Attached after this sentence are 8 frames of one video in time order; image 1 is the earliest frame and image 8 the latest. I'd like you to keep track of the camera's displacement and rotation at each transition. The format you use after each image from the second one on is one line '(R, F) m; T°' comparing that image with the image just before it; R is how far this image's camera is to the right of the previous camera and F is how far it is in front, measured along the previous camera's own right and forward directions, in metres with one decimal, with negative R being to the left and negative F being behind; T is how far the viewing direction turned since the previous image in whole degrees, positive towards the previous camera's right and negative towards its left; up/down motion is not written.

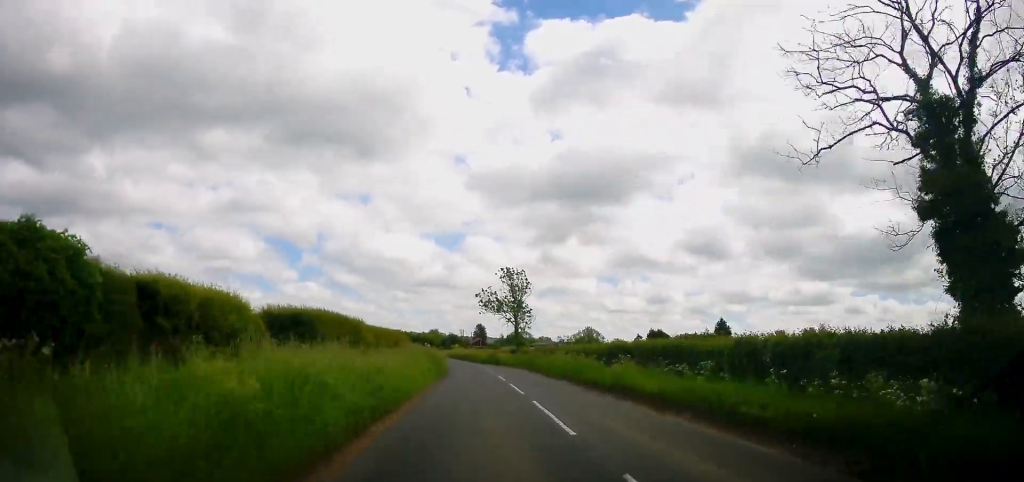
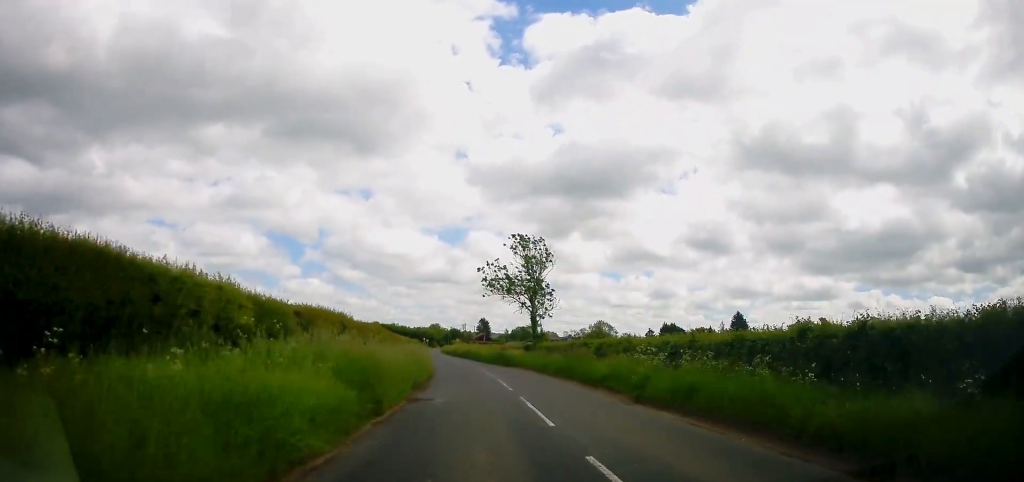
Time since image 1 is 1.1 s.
(-0.5, +16.9) m; 0°
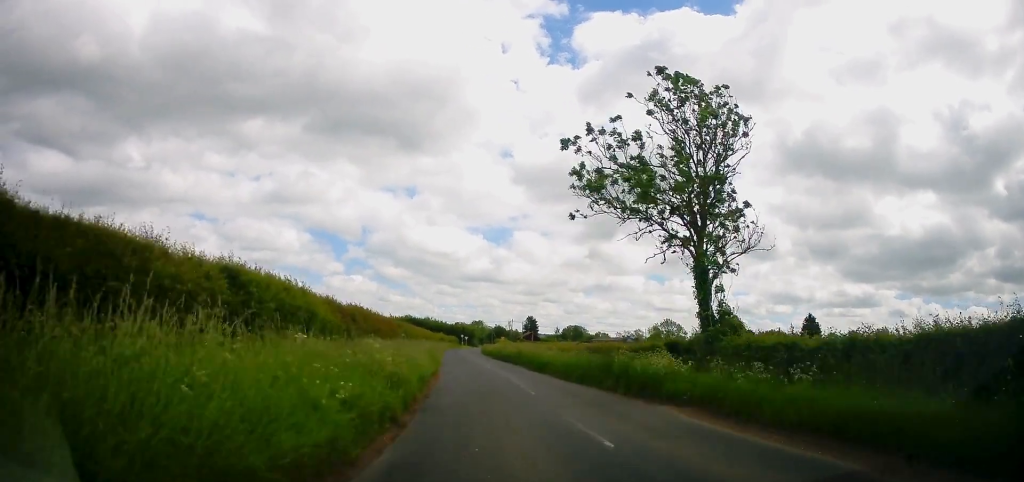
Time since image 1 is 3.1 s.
(0.0, +29.3) m; -4°
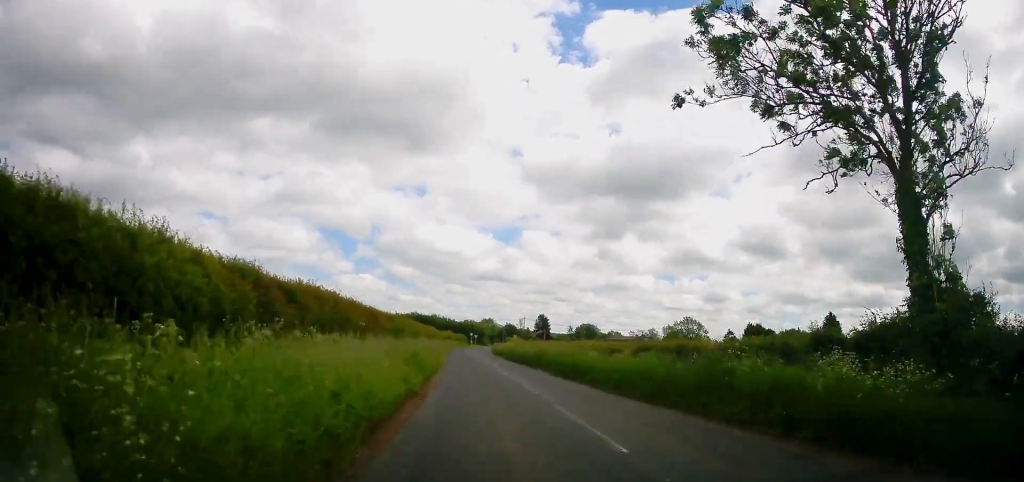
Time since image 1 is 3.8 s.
(-0.2, +9.5) m; -2°
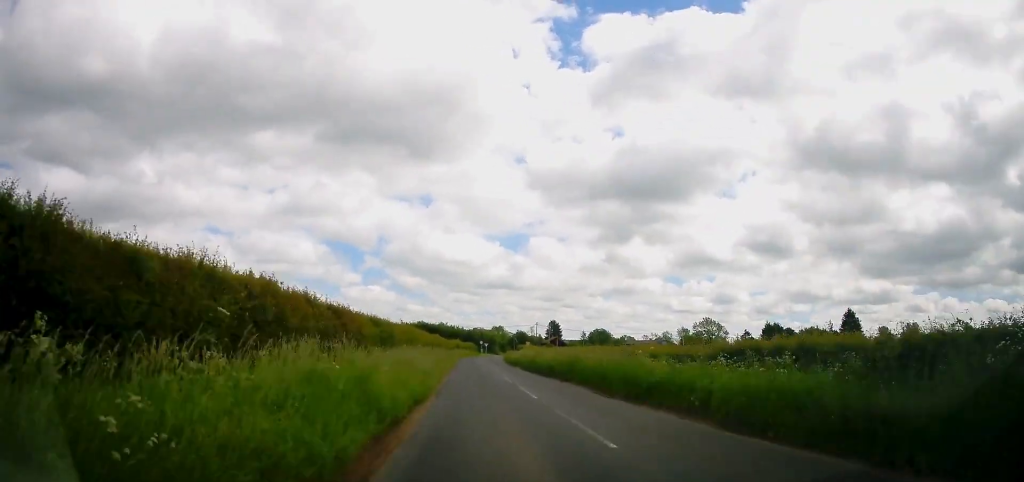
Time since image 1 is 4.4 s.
(-0.1, +8.0) m; -1°
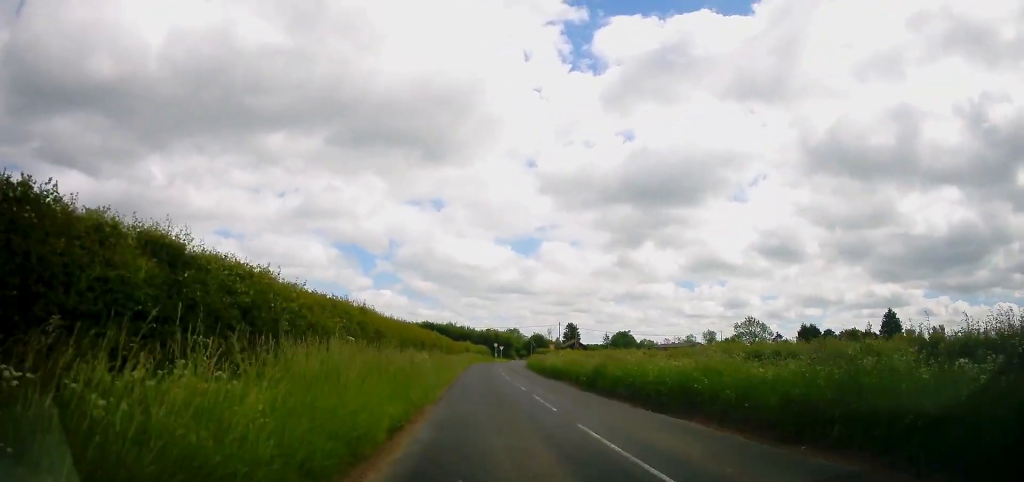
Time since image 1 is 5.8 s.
(-0.5, +20.2) m; -1°
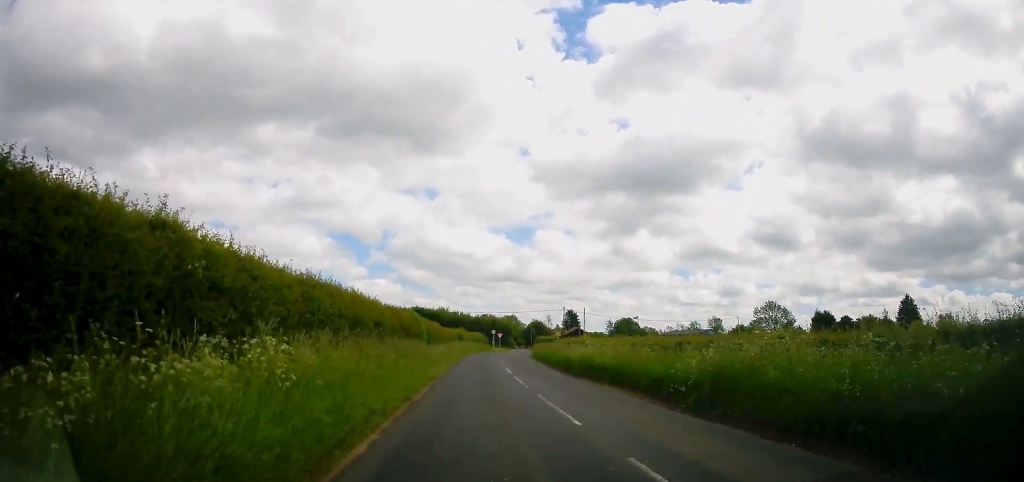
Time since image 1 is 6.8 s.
(+0.2, +13.5) m; +1°
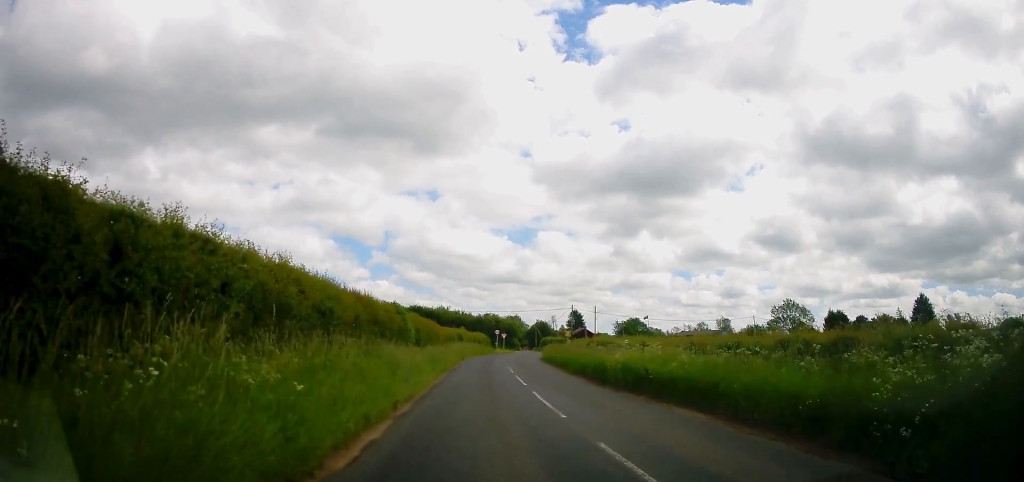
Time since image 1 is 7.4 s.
(+0.1, +7.6) m; 0°
